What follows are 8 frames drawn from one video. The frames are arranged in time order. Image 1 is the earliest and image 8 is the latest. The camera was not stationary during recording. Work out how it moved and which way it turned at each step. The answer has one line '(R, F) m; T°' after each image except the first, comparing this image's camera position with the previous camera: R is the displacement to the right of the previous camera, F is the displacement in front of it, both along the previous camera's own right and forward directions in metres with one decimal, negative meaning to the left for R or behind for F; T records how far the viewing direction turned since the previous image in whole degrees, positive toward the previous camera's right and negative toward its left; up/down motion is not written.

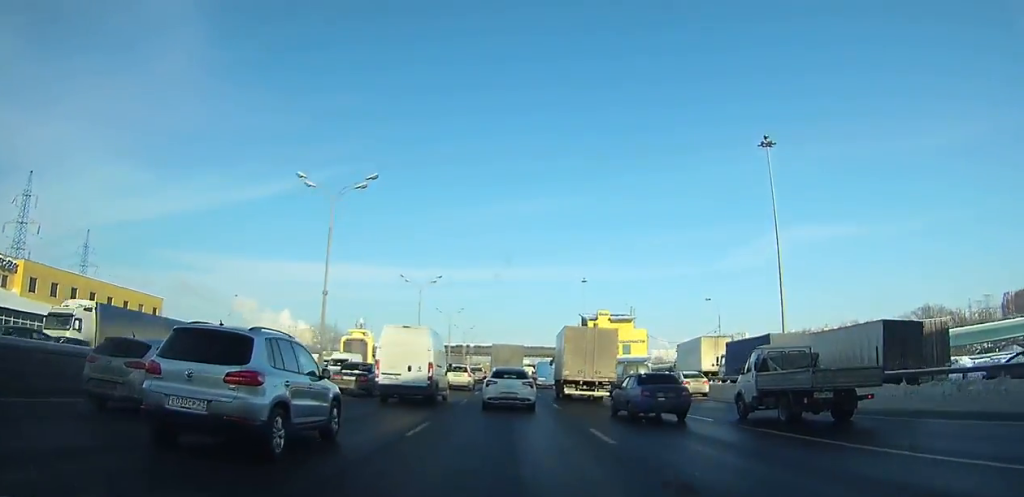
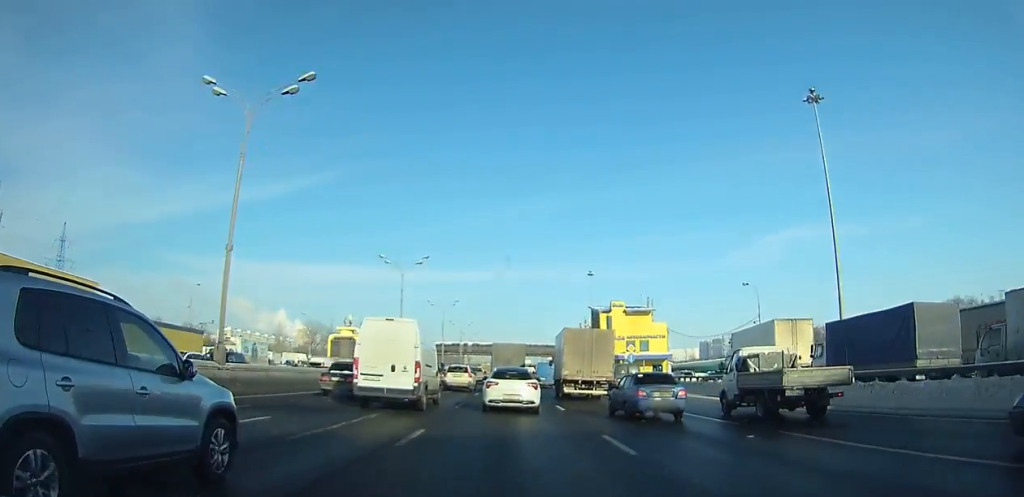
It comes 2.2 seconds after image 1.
(0.0, +11.7) m; 0°
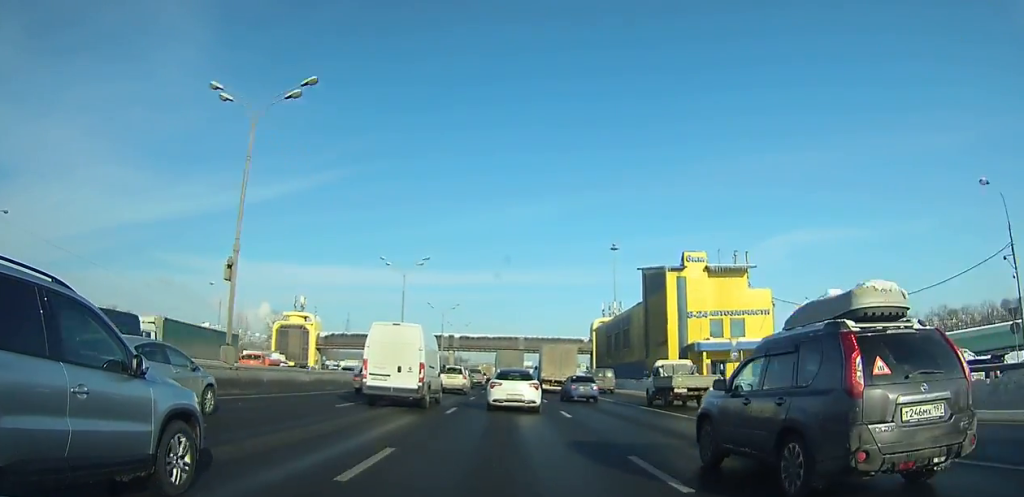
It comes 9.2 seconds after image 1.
(0.0, +37.8) m; 0°
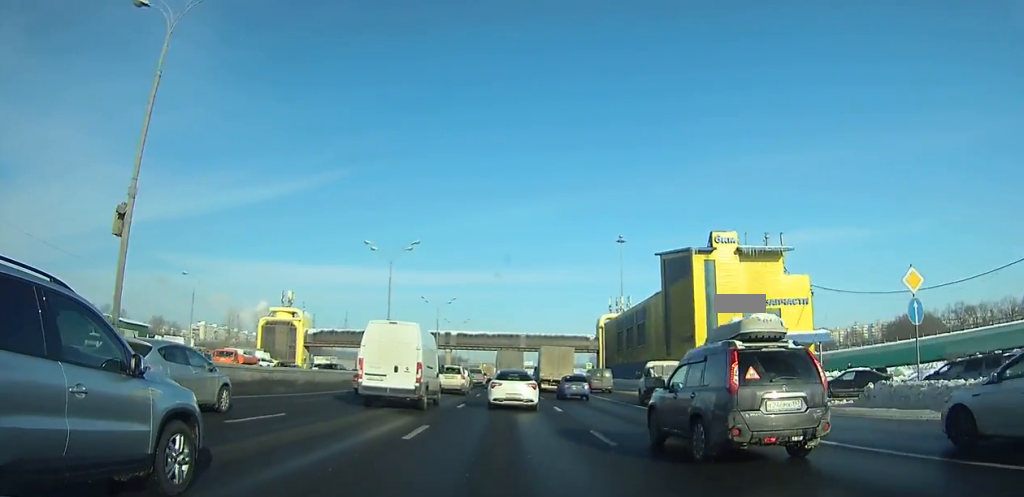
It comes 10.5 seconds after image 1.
(0.0, +7.2) m; 0°
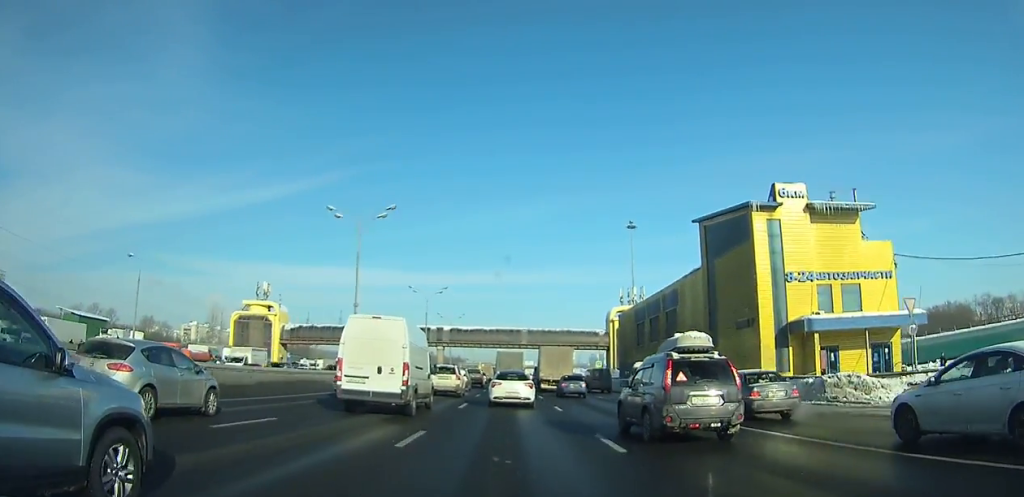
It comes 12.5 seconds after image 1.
(0.0, +11.1) m; 0°
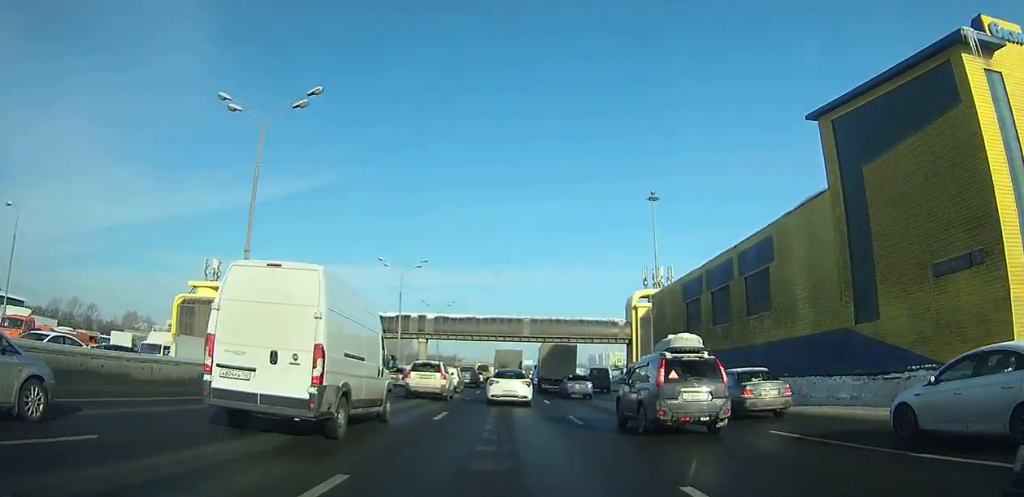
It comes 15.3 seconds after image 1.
(0.0, +15.8) m; 0°
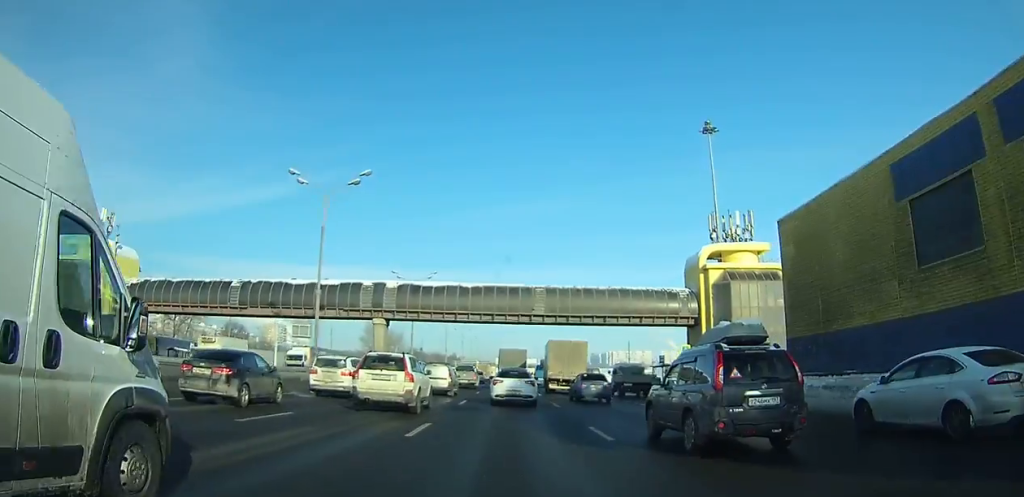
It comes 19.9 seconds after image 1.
(0.0, +26.6) m; 0°
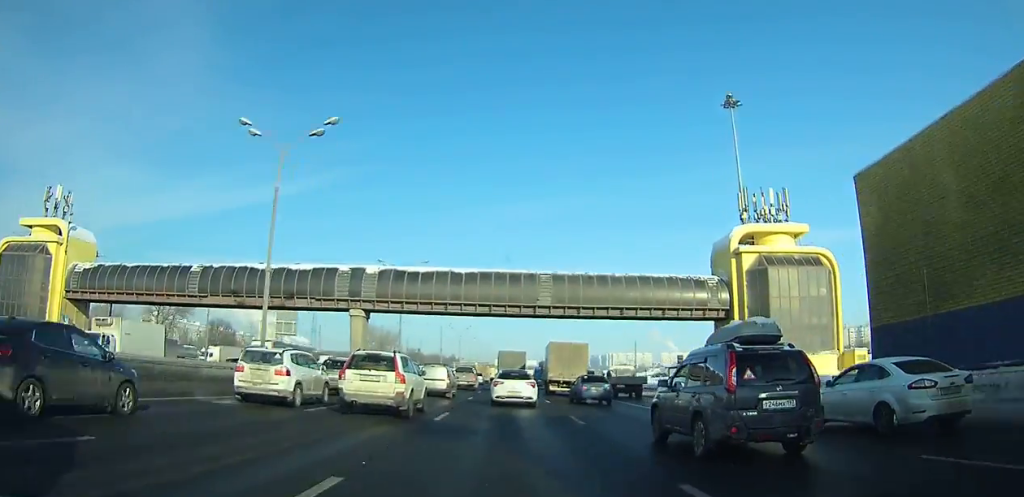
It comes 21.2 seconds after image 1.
(0.0, +7.6) m; 0°
